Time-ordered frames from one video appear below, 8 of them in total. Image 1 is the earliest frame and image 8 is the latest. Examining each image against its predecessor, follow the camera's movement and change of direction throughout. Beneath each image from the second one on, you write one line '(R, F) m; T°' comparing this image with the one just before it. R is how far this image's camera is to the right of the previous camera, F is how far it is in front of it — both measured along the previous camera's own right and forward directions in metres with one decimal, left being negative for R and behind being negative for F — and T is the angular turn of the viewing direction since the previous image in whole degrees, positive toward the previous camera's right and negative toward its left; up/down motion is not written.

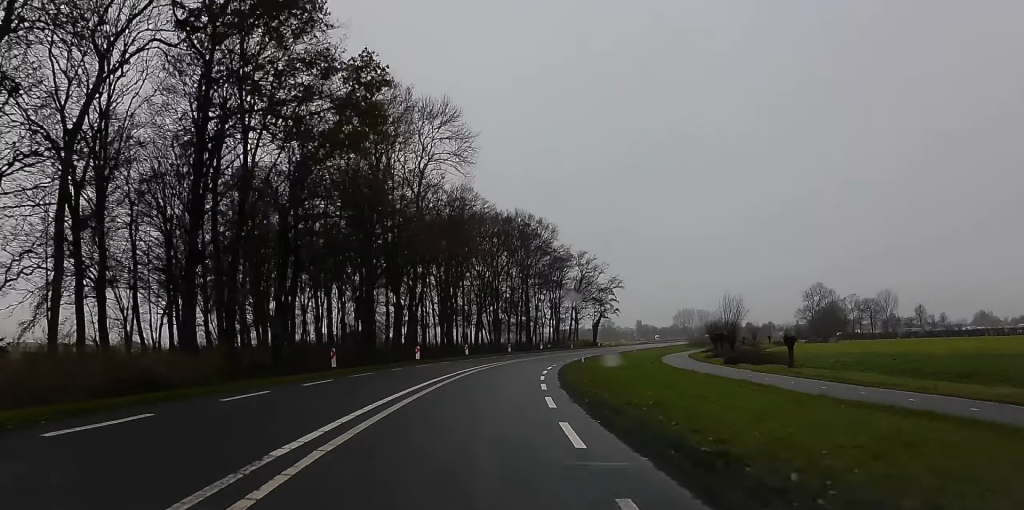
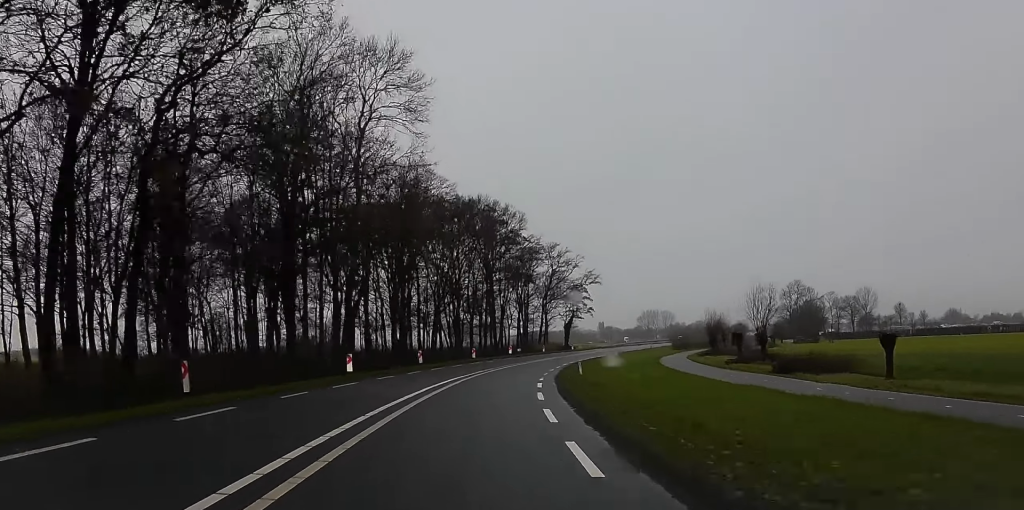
(-0.1, +13.8) m; +2°
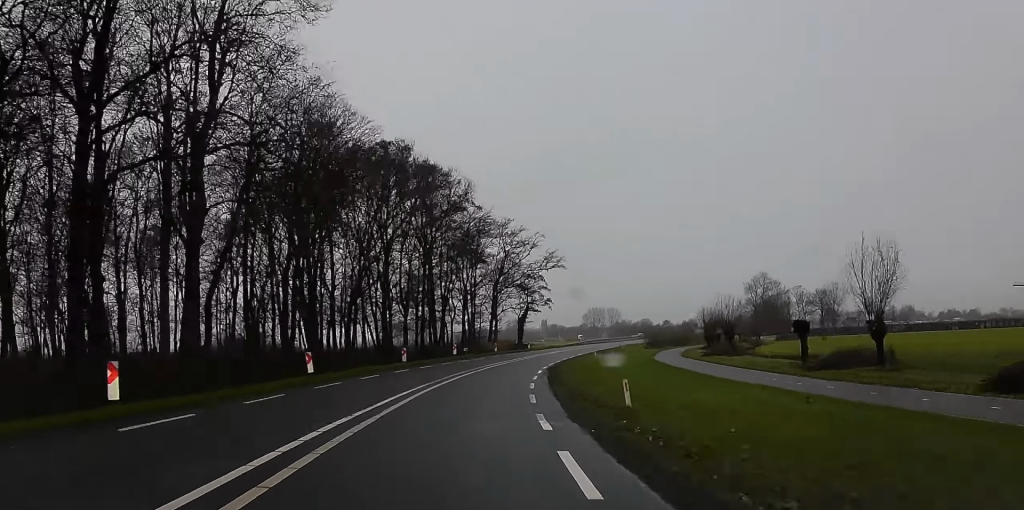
(+0.7, +18.9) m; +4°
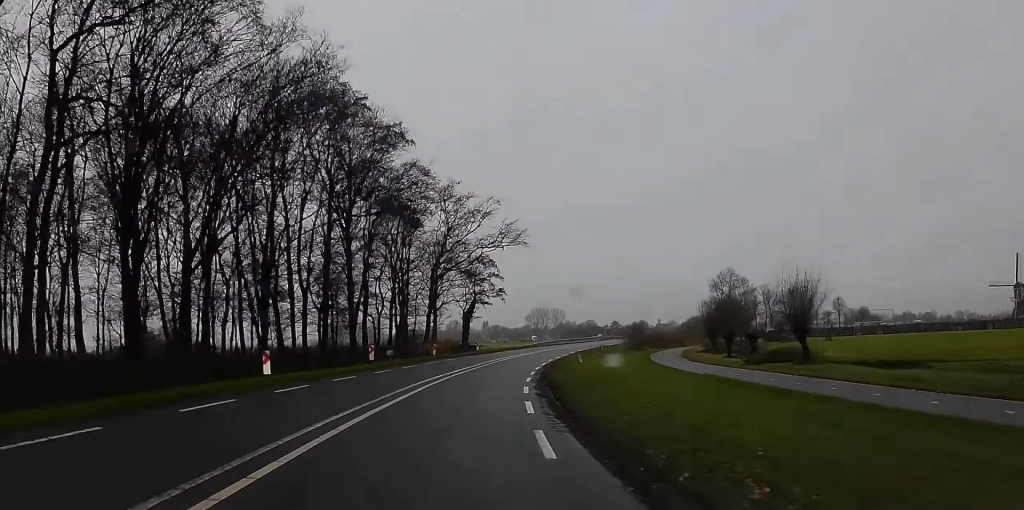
(+0.8, +20.5) m; +8°
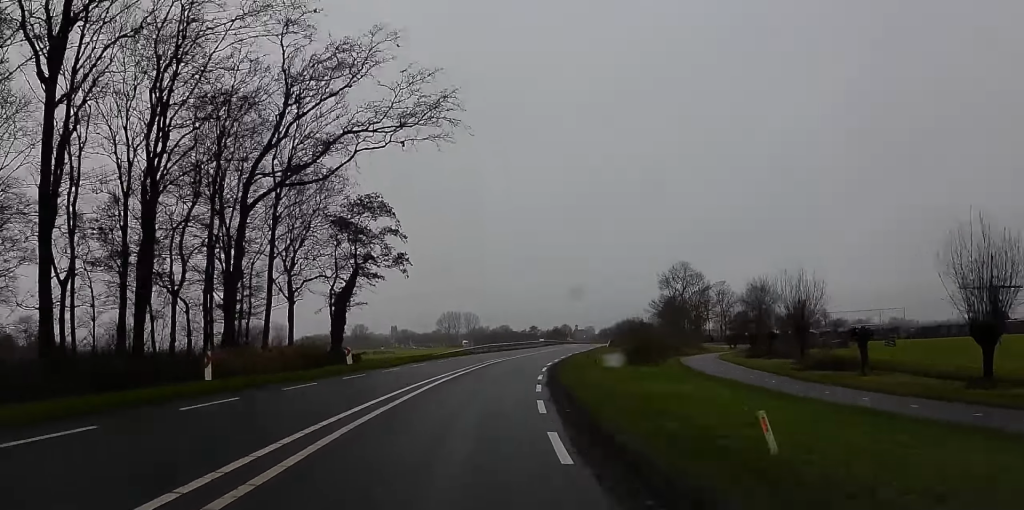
(+3.5, +35.0) m; +5°
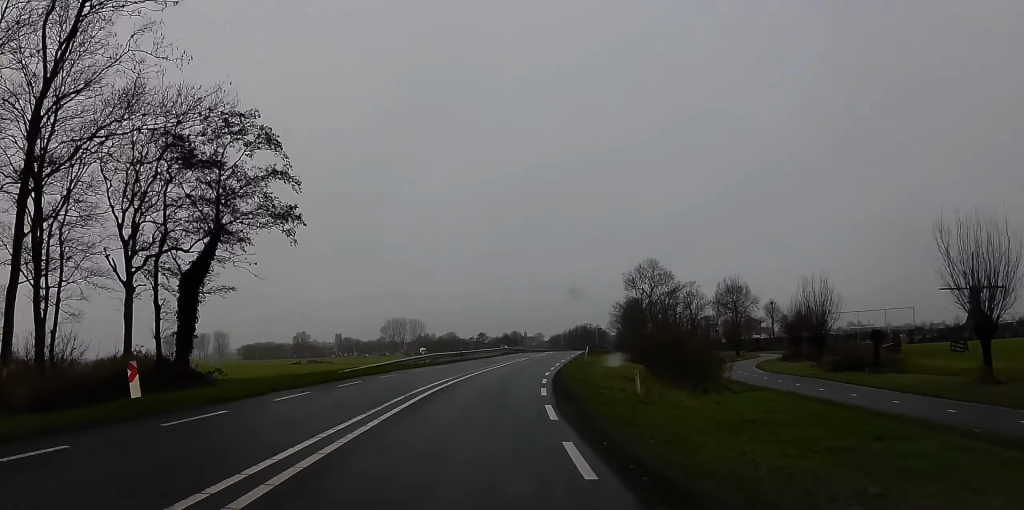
(-0.1, +18.7) m; +1°
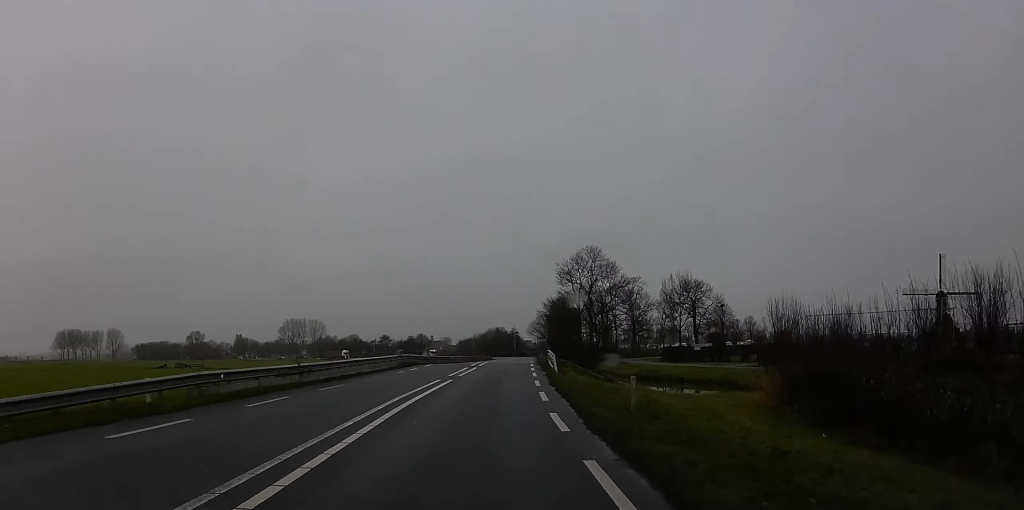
(+1.4, +30.8) m; +8°
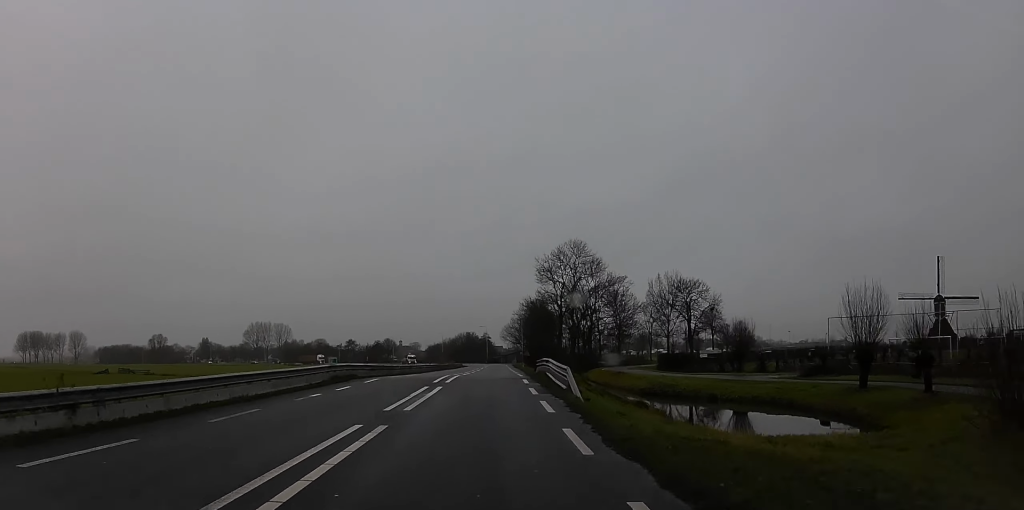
(+0.9, +14.5) m; +2°
